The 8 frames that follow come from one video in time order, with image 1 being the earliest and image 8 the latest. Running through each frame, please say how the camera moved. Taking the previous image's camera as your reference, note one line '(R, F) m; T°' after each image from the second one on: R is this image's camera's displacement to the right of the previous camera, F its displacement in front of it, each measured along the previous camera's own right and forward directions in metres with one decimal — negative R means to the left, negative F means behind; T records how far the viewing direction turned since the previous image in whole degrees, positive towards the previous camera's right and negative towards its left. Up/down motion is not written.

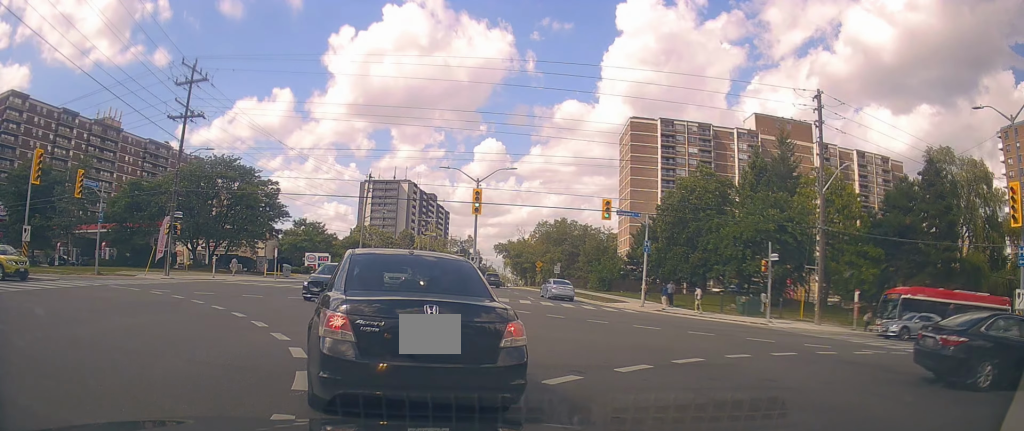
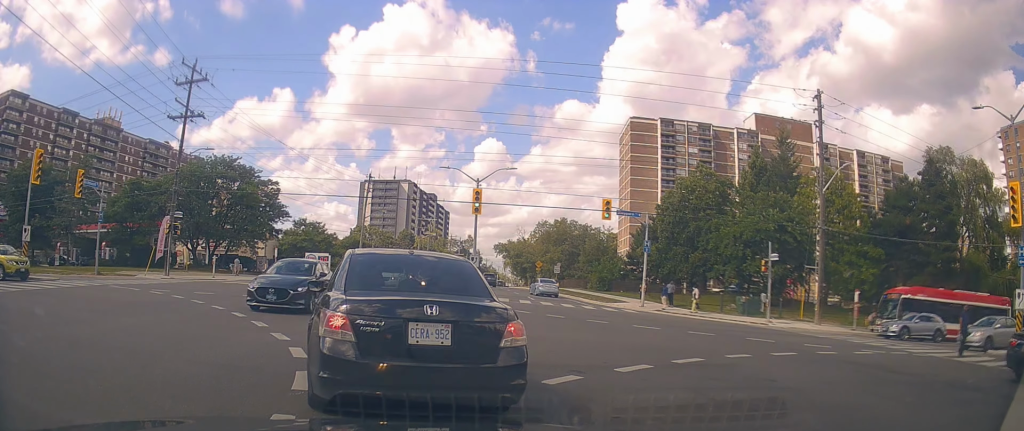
(0.0, 0.0) m; 0°
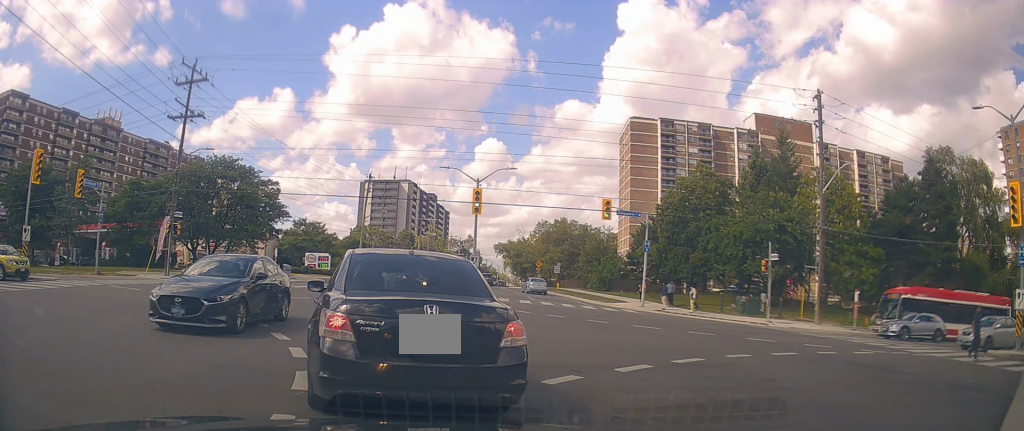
(0.0, 0.0) m; 0°
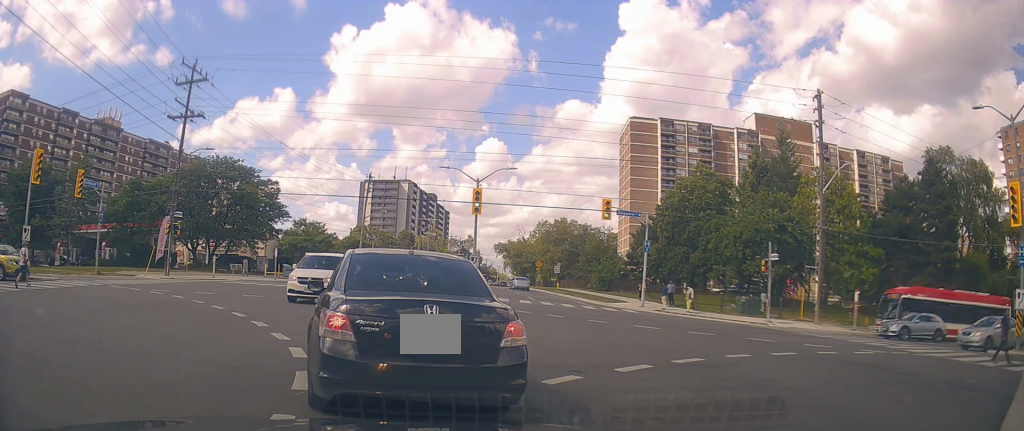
(0.0, 0.0) m; 0°
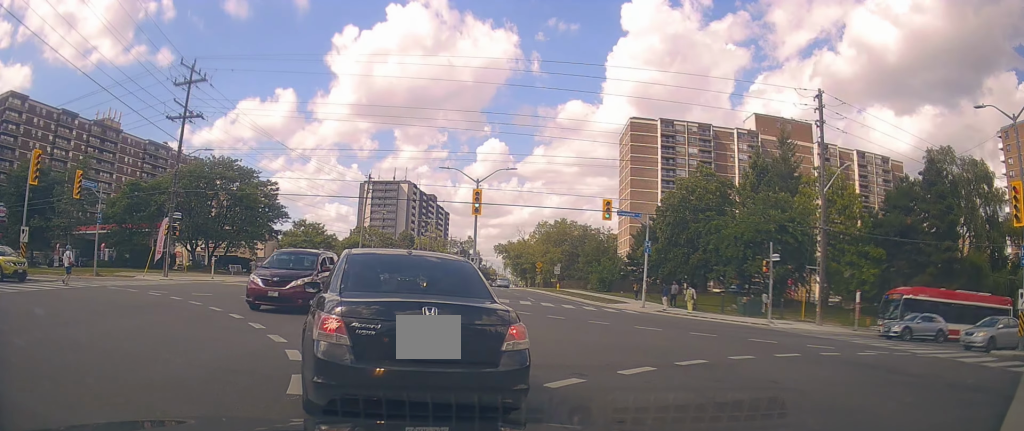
(0.0, 0.0) m; 0°
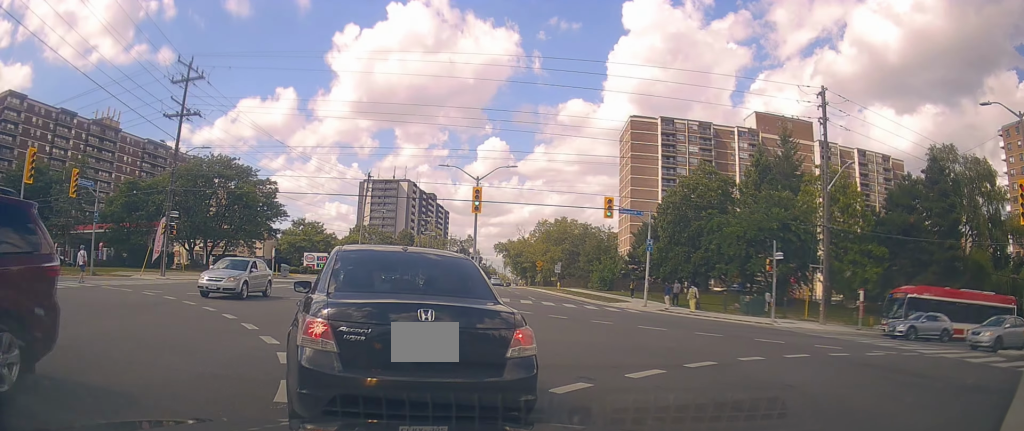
(0.0, 0.0) m; 0°
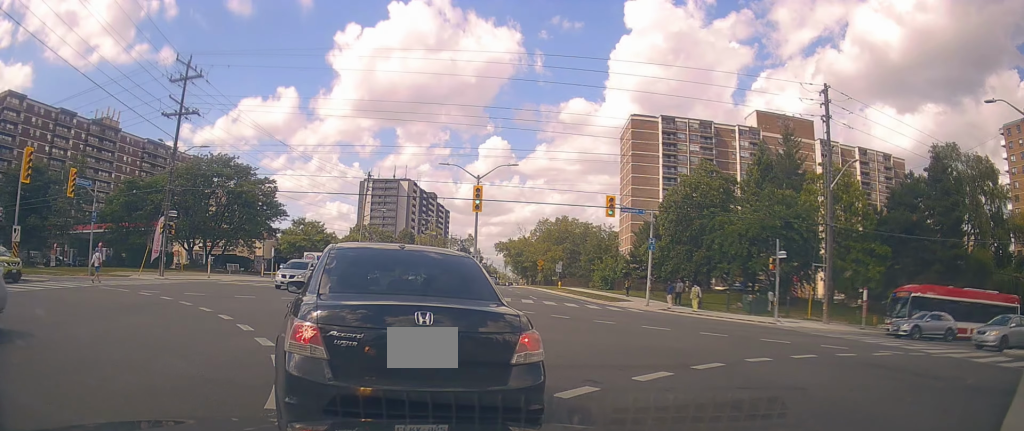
(0.0, 0.0) m; 0°
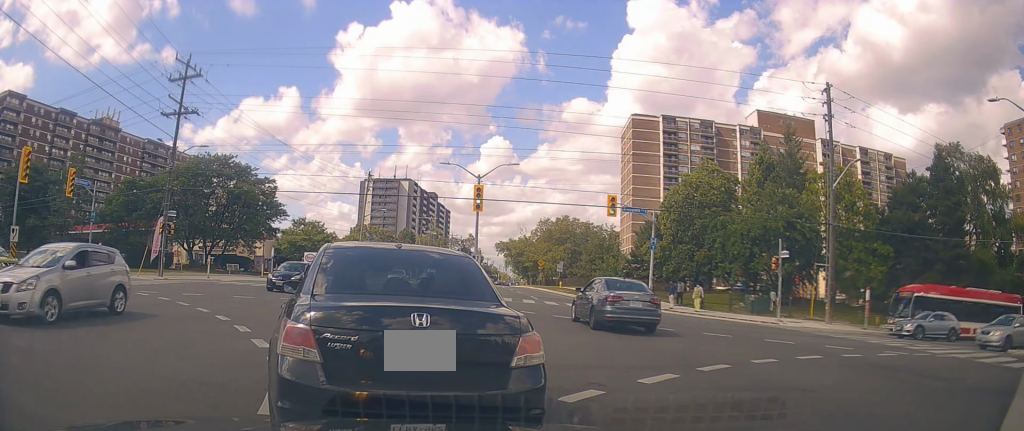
(0.0, 0.0) m; 0°
